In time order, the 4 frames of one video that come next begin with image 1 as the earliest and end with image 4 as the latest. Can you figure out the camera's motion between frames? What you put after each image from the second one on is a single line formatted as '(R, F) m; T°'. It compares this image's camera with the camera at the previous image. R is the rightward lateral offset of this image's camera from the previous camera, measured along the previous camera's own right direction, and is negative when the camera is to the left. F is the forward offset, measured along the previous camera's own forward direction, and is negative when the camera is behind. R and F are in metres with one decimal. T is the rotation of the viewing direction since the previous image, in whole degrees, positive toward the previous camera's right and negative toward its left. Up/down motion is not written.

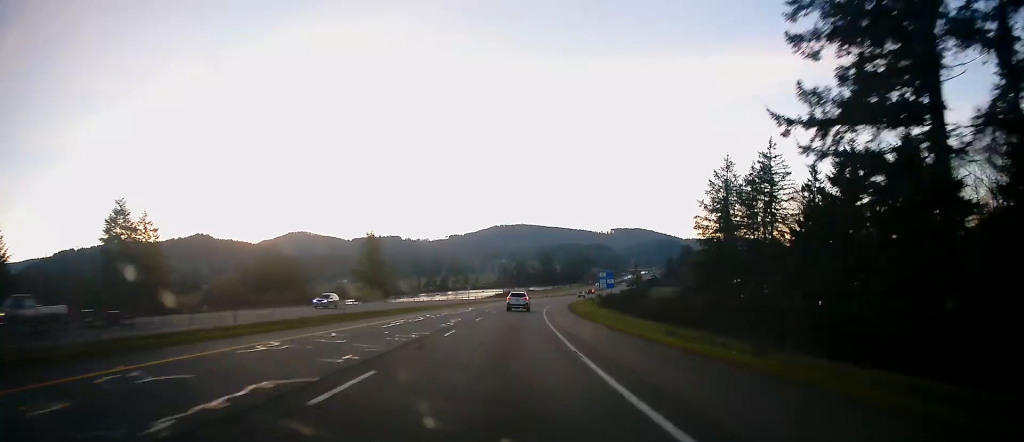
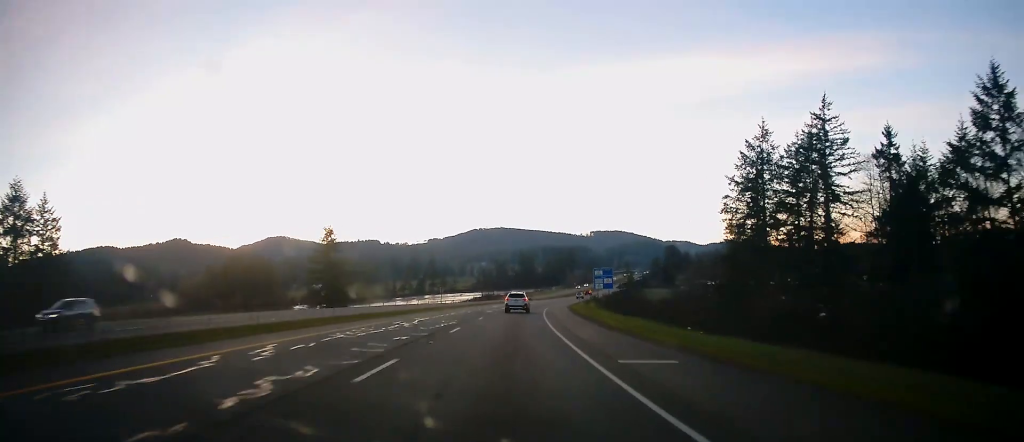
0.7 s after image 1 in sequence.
(+0.3, +22.7) m; +2°
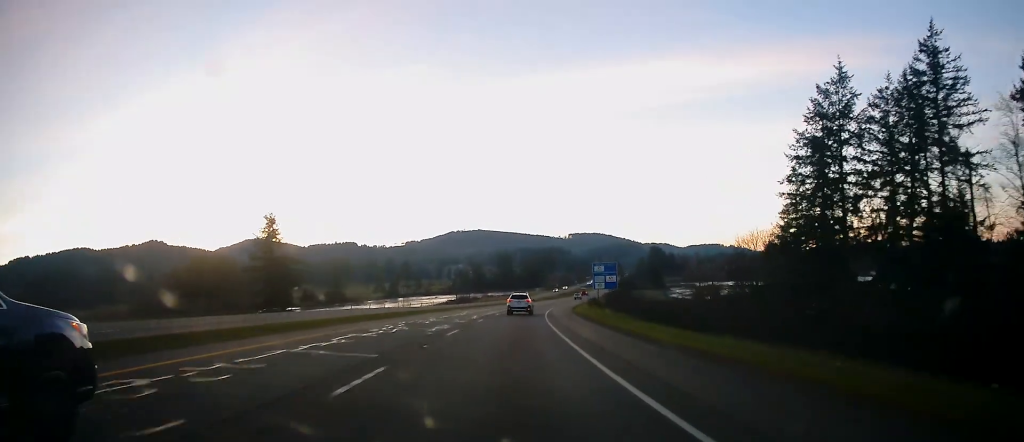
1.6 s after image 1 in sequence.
(+0.1, +25.6) m; +2°
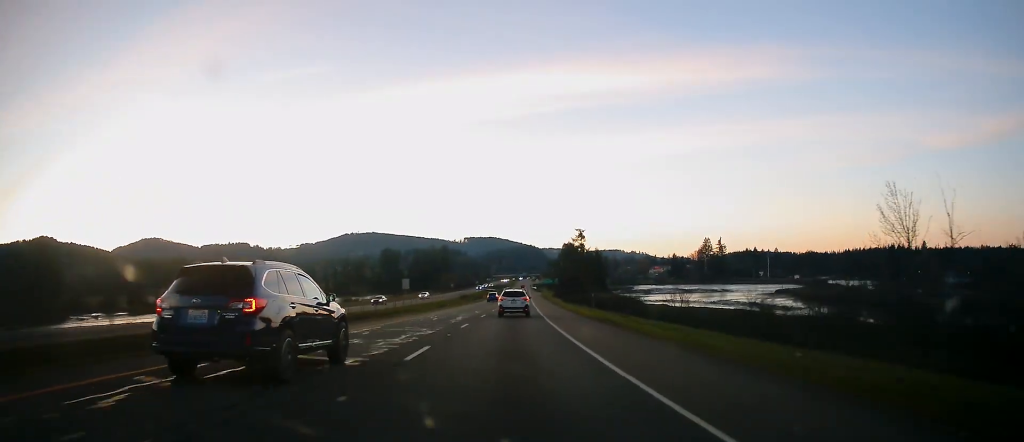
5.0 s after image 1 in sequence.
(+11.1, +105.2) m; +11°
